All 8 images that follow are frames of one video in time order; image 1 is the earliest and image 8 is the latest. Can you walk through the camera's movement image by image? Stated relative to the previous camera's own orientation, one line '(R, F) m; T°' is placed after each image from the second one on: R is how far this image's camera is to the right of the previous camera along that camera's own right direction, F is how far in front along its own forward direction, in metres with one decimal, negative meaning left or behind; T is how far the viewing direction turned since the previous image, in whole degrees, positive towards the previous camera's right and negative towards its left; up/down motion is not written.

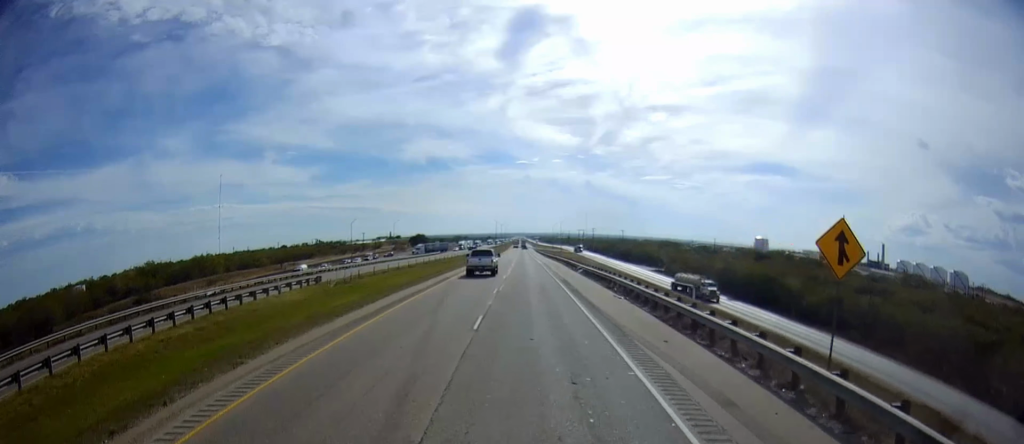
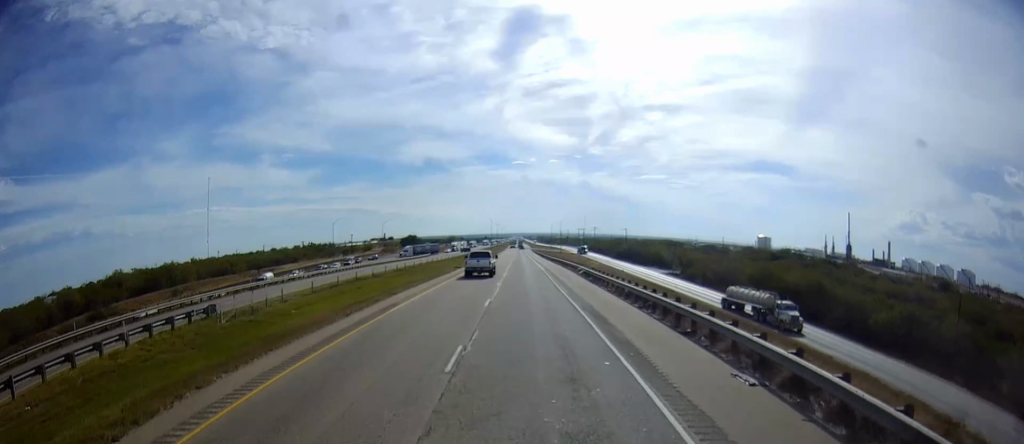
(0.0, +17.4) m; 0°
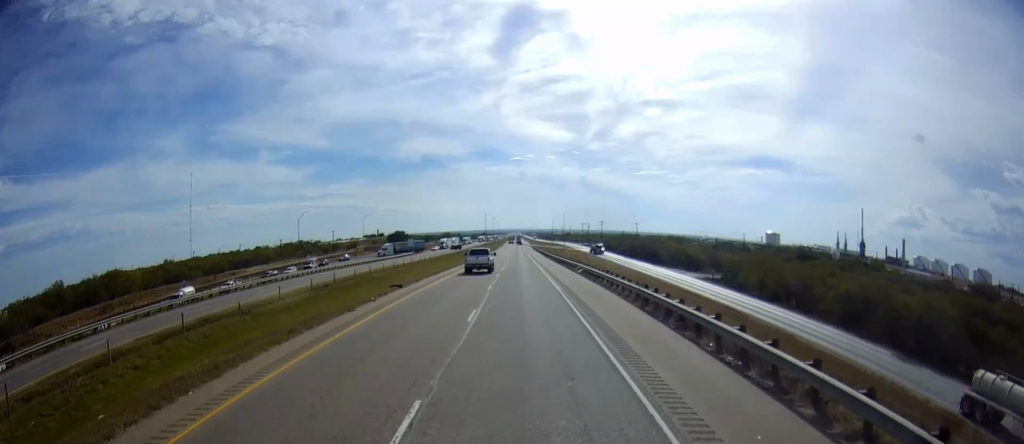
(+0.2, +29.7) m; +1°
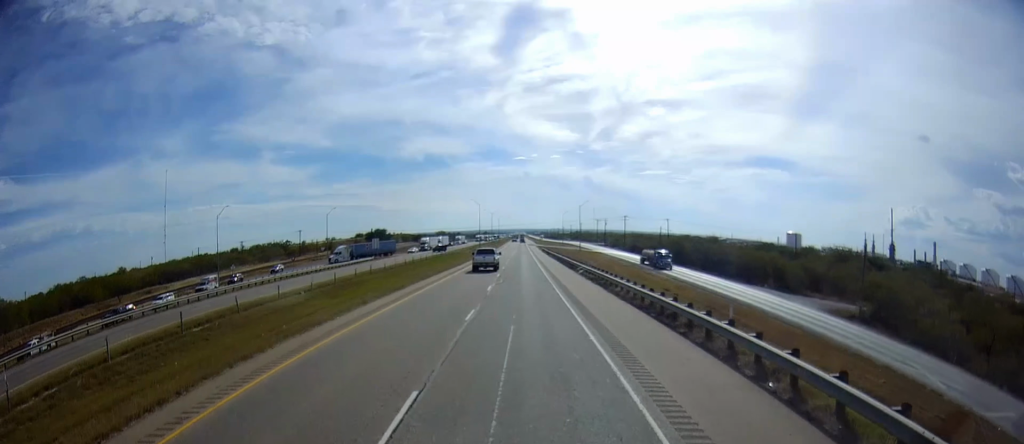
(-0.1, +48.7) m; -1°
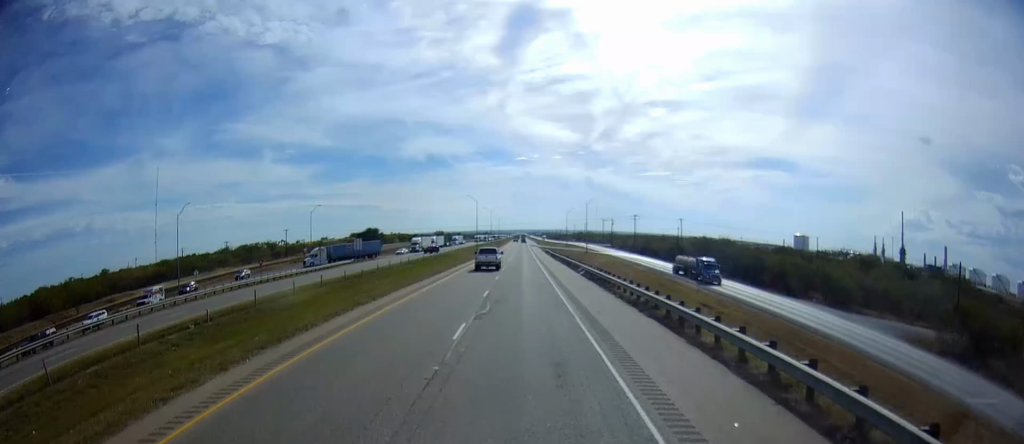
(0.0, +15.9) m; 0°
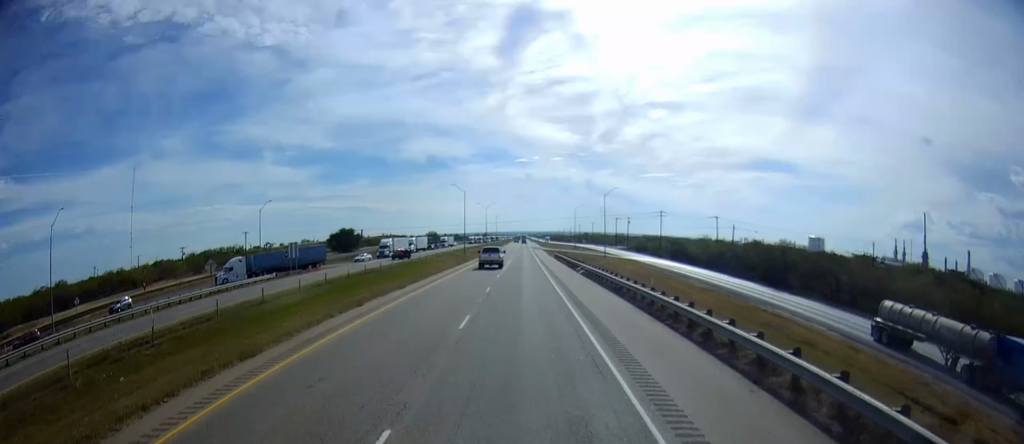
(-0.1, +35.5) m; +1°
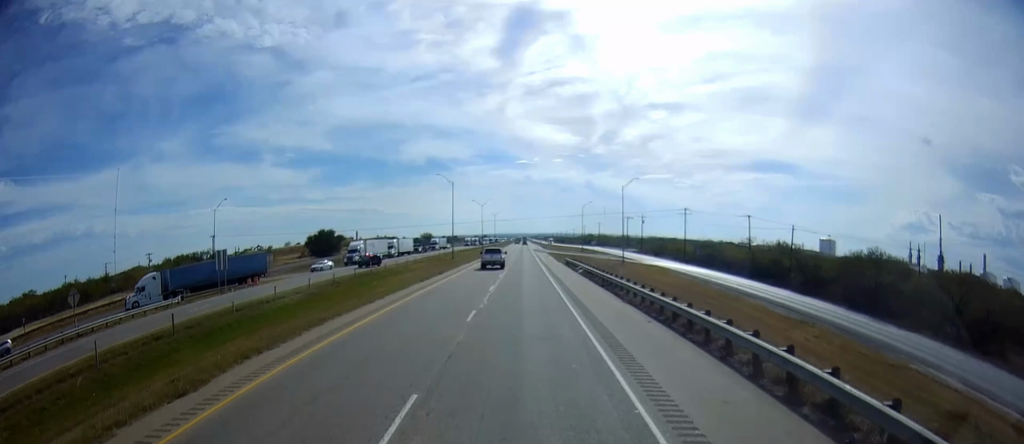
(+0.1, +22.7) m; 0°
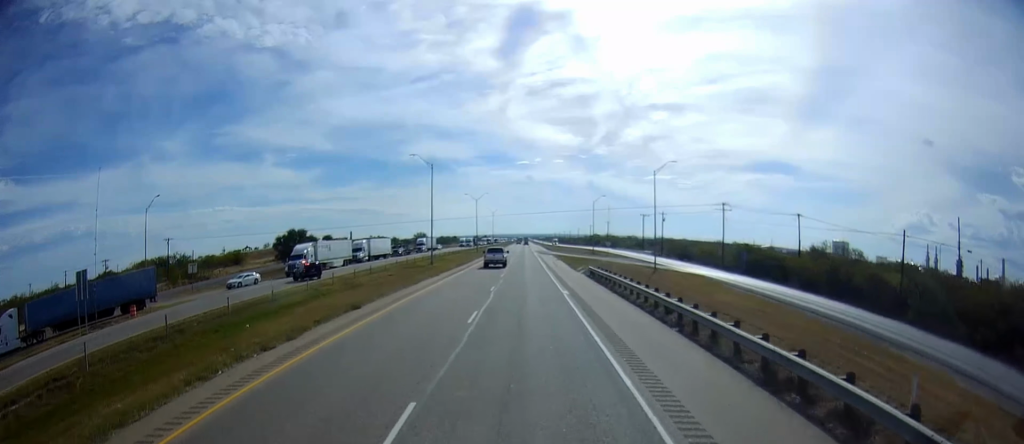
(+0.6, +25.2) m; -1°
